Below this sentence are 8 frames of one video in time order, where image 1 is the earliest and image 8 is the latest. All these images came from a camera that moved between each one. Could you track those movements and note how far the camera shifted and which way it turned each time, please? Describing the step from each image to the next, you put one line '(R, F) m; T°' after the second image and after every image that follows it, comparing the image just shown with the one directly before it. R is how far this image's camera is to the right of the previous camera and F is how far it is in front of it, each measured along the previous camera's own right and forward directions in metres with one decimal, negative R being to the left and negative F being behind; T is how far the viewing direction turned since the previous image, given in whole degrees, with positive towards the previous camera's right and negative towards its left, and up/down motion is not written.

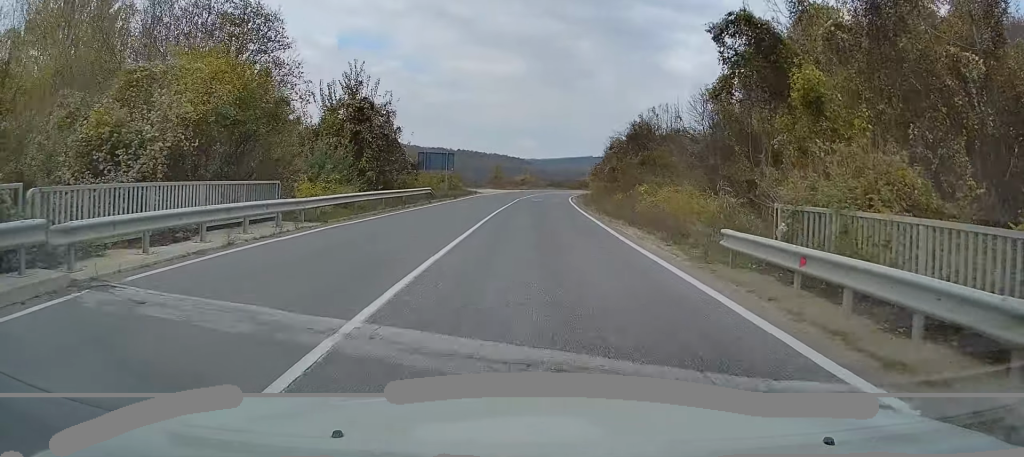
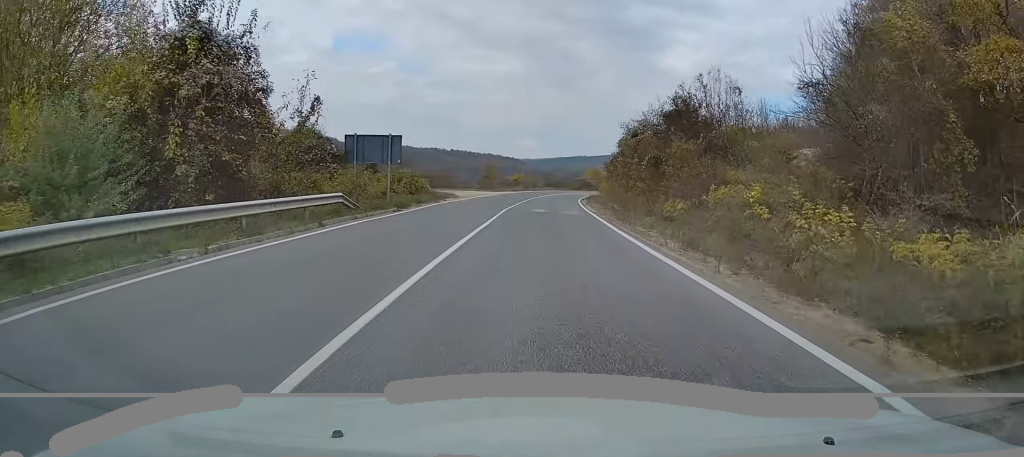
(0.0, +17.2) m; 0°
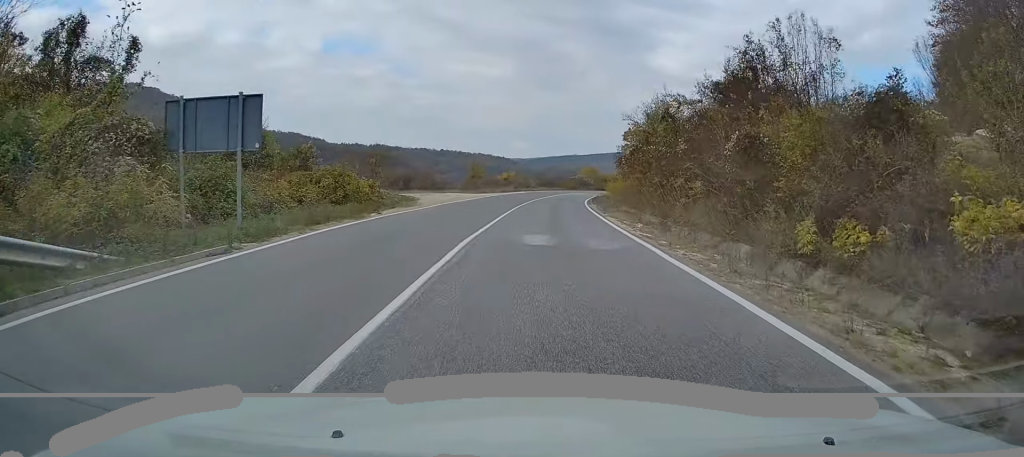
(0.0, +14.4) m; 0°
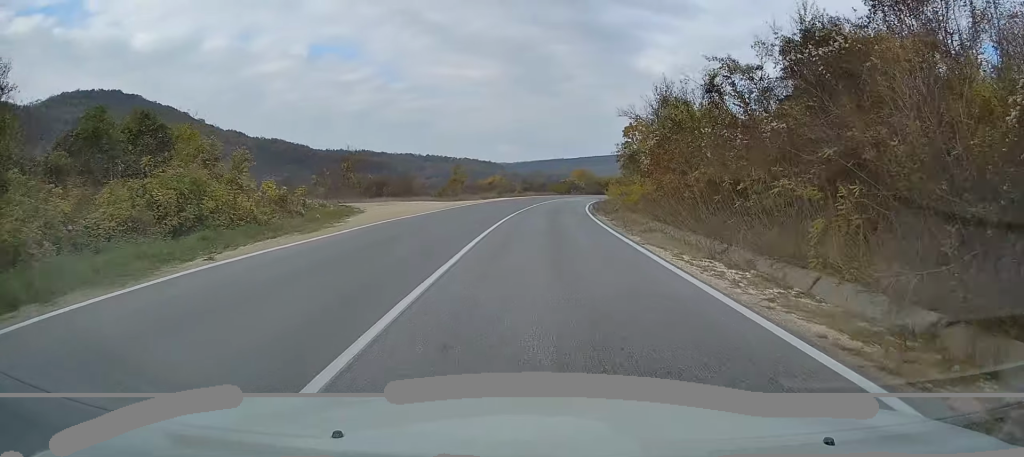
(-0.1, +11.6) m; 0°
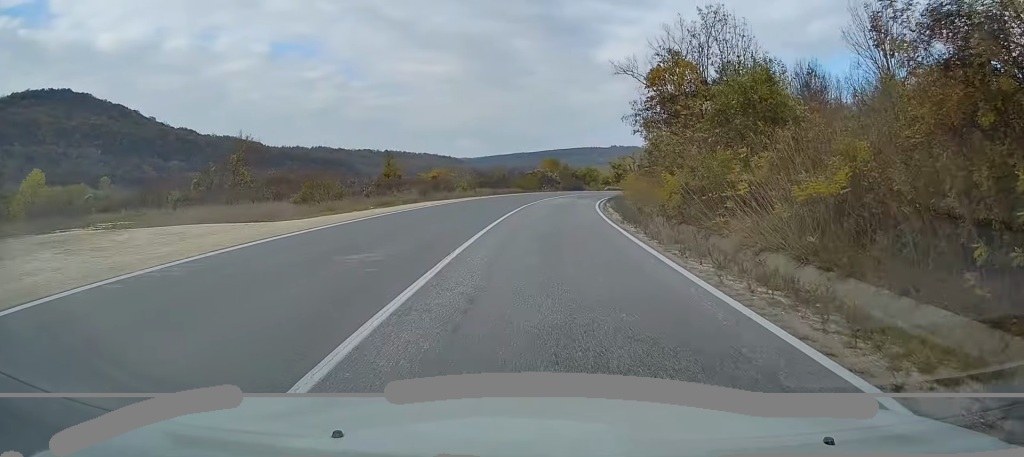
(+0.9, +32.7) m; +4°
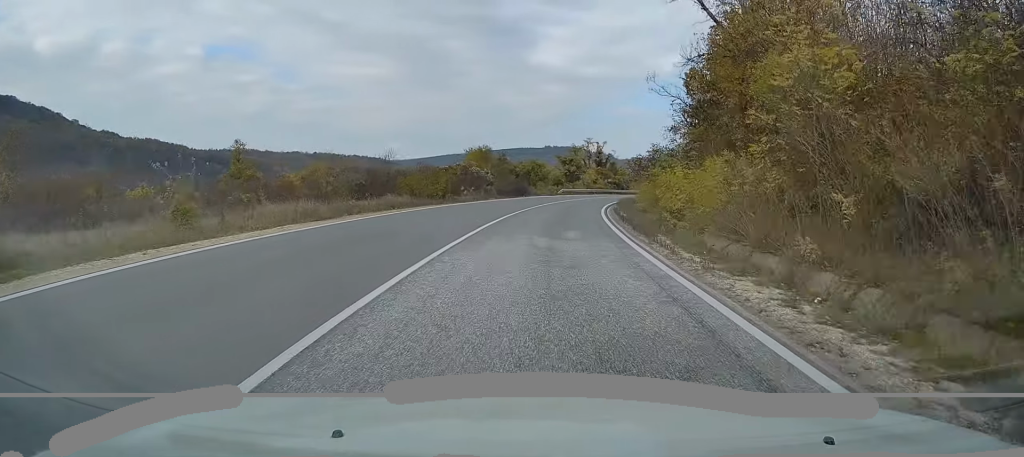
(+1.6, +35.7) m; +5°
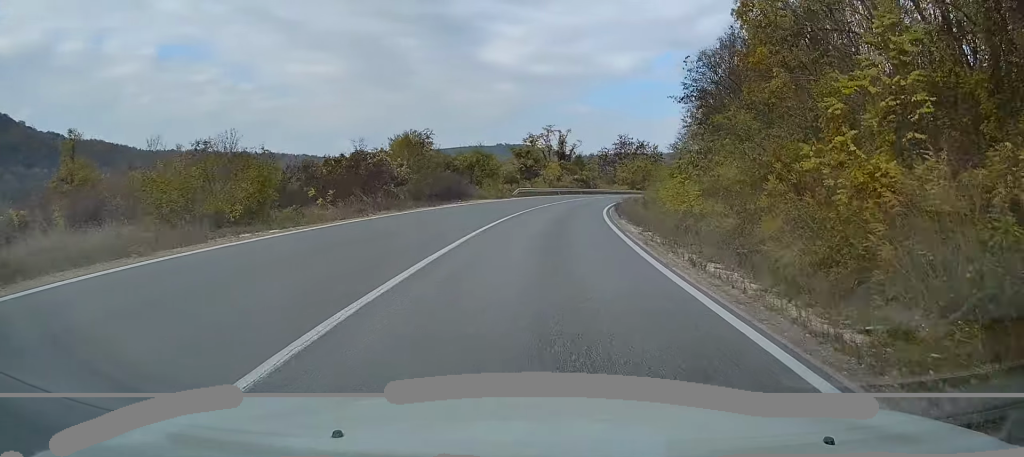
(+0.6, +21.7) m; +4°
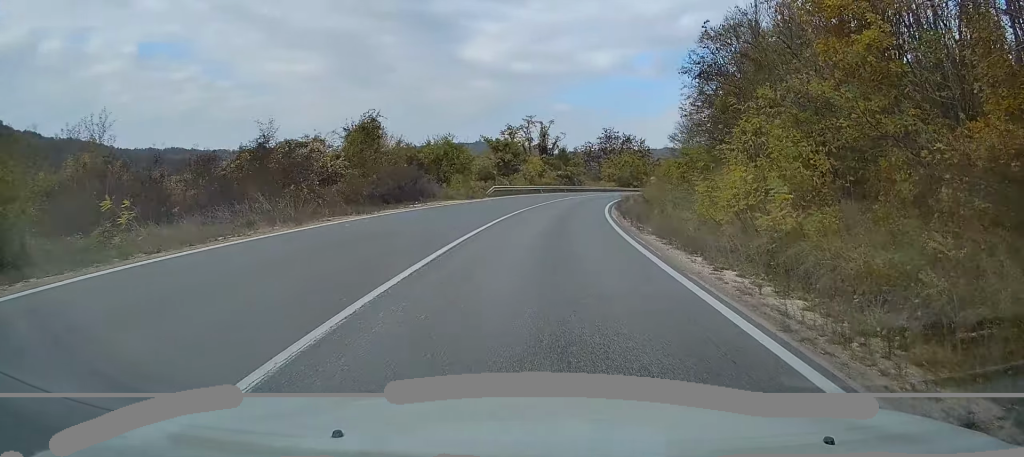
(+0.2, +9.2) m; +2°
